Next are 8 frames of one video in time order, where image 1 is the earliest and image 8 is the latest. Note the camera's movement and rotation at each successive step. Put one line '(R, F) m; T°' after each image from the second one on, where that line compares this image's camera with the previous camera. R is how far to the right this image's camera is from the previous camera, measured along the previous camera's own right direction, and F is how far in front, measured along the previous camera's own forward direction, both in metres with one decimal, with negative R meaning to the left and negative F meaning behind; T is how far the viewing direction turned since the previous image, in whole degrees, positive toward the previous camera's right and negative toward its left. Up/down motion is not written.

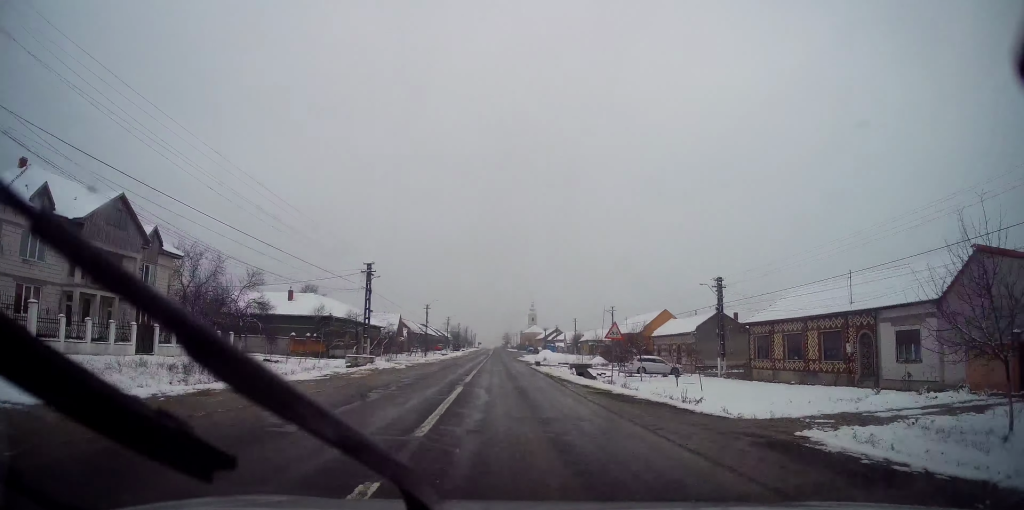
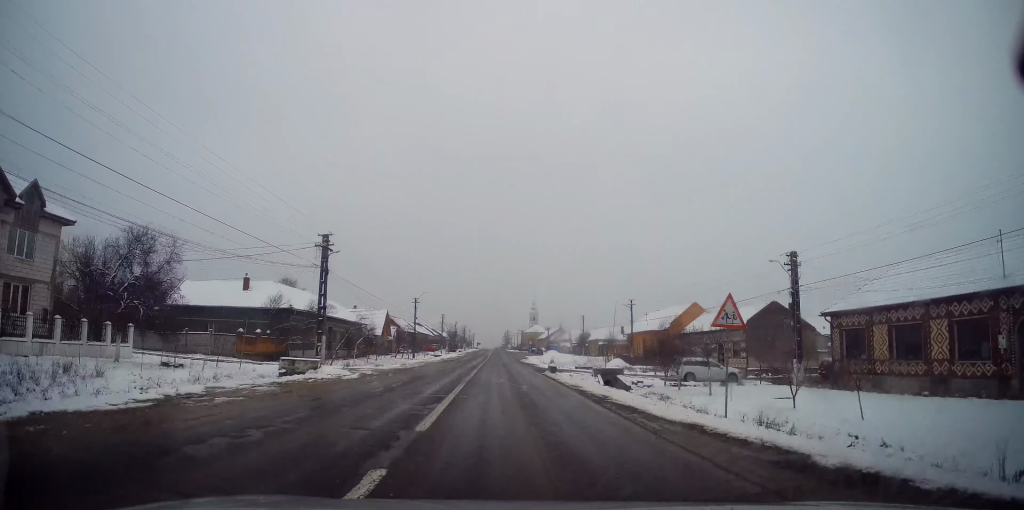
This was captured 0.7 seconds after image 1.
(0.0, +11.6) m; 0°
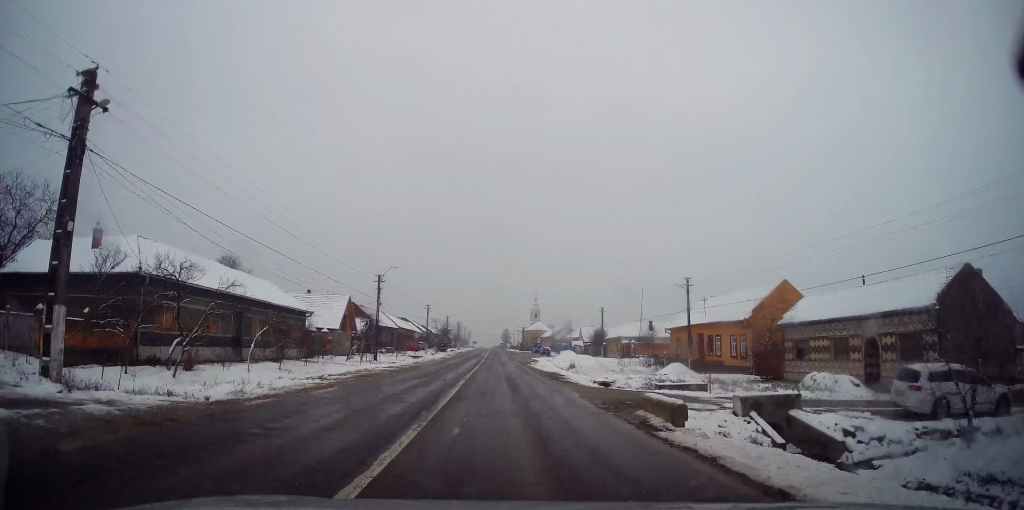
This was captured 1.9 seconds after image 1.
(+0.1, +21.4) m; 0°
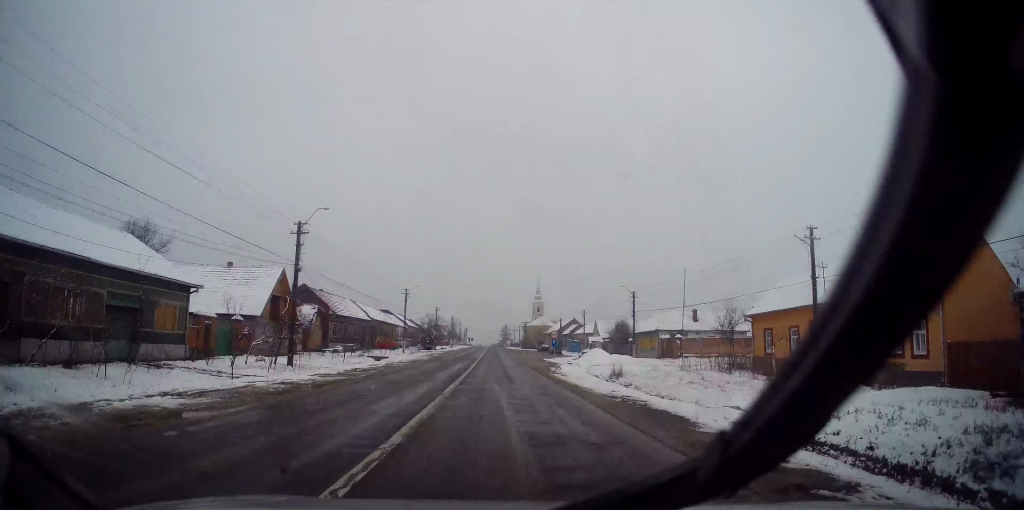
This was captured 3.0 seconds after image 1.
(0.0, +20.6) m; 0°
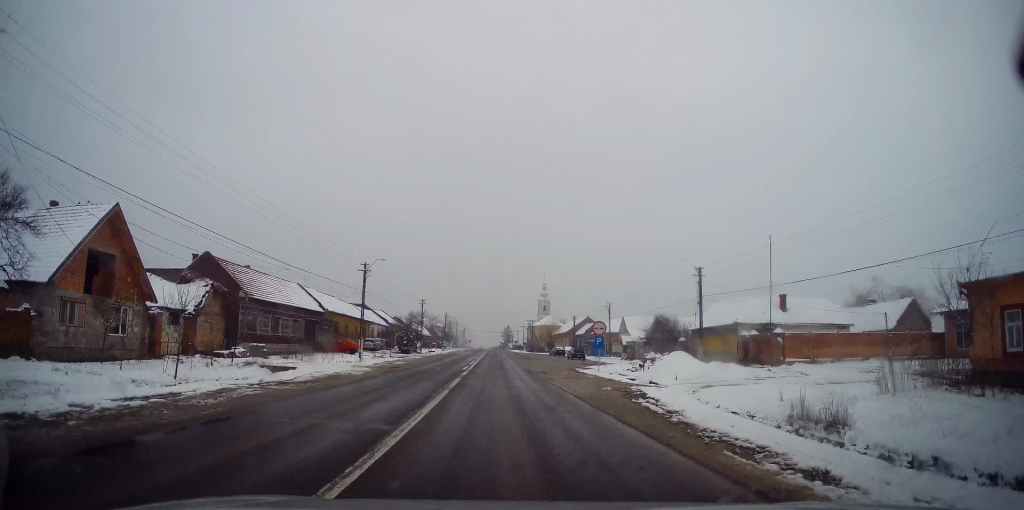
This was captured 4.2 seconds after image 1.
(-0.2, +22.0) m; -1°
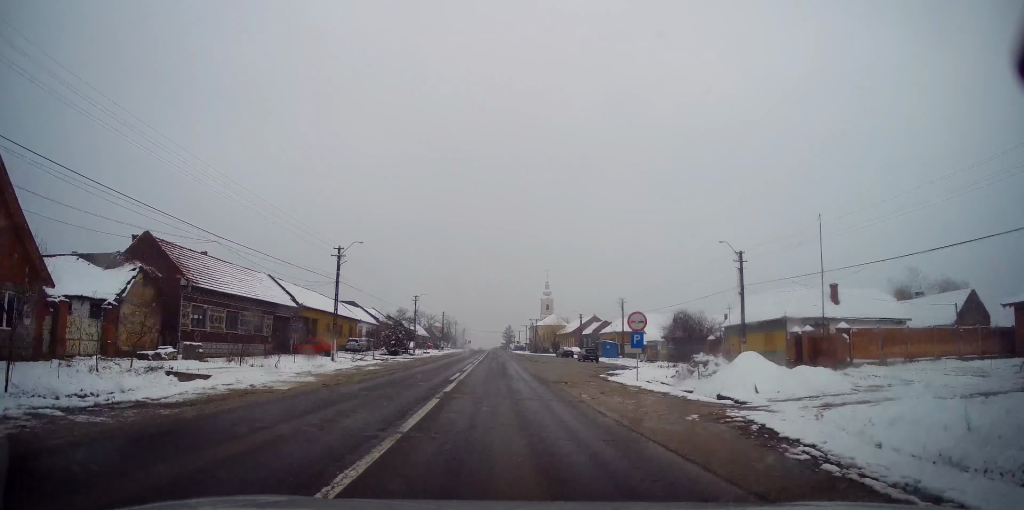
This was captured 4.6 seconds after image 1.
(-0.1, +7.9) m; 0°
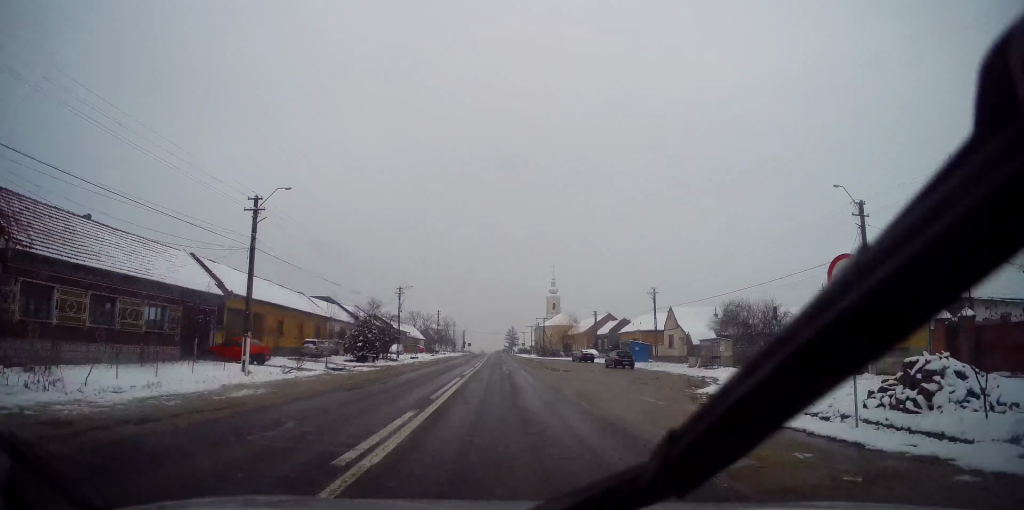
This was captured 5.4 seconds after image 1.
(-0.1, +14.0) m; +1°
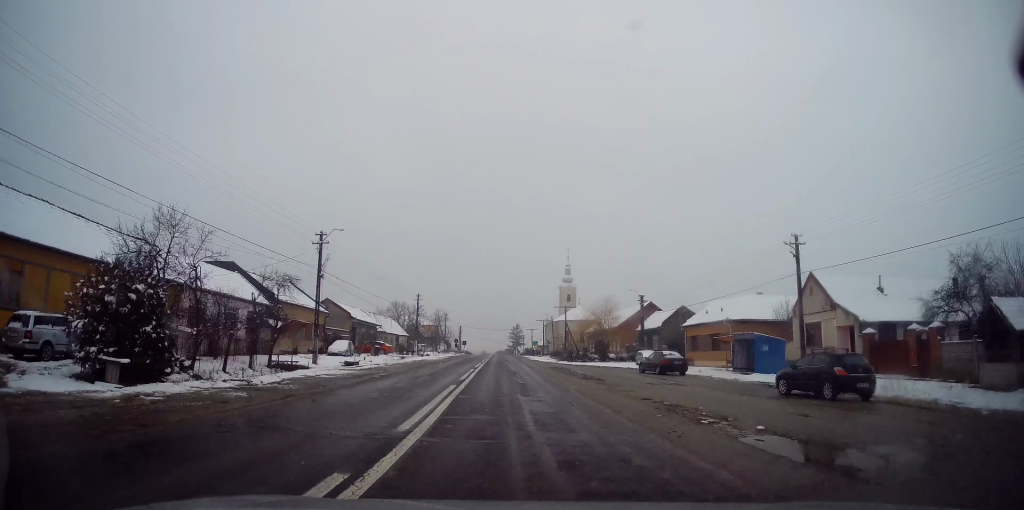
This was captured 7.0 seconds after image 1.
(+0.5, +29.3) m; +1°
